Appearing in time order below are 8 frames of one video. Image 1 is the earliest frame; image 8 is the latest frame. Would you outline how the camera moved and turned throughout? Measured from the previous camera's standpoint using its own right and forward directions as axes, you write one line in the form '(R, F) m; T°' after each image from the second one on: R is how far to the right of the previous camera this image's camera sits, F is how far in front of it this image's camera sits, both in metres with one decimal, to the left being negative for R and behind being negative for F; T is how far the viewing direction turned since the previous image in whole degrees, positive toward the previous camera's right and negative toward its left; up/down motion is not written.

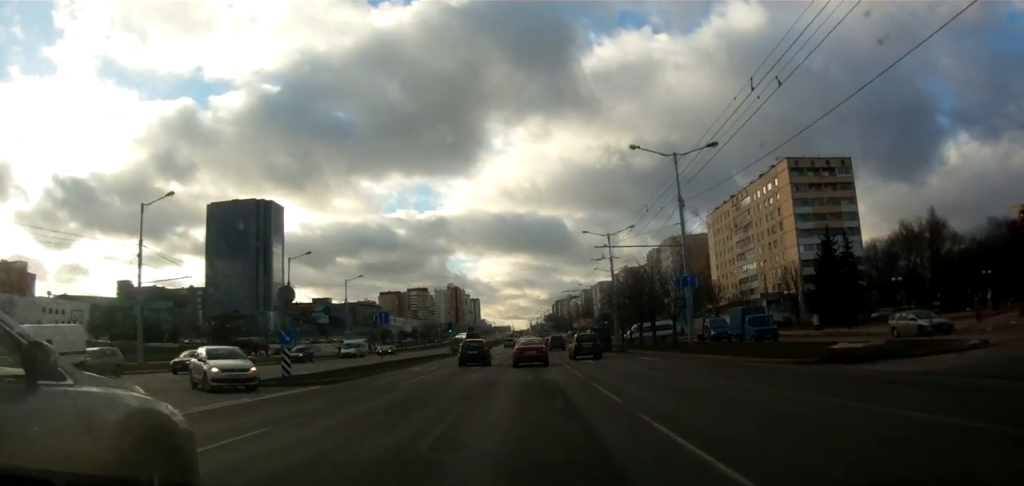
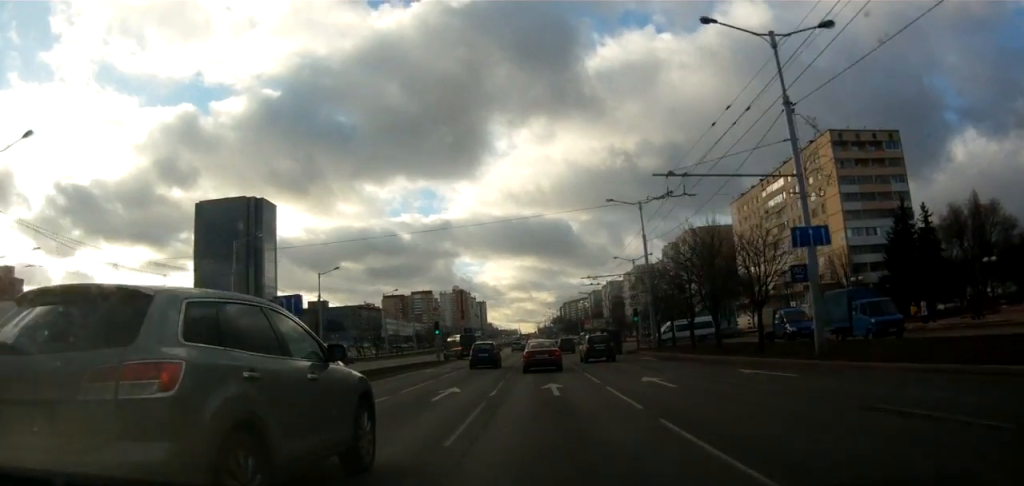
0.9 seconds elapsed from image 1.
(-0.3, +15.5) m; -2°
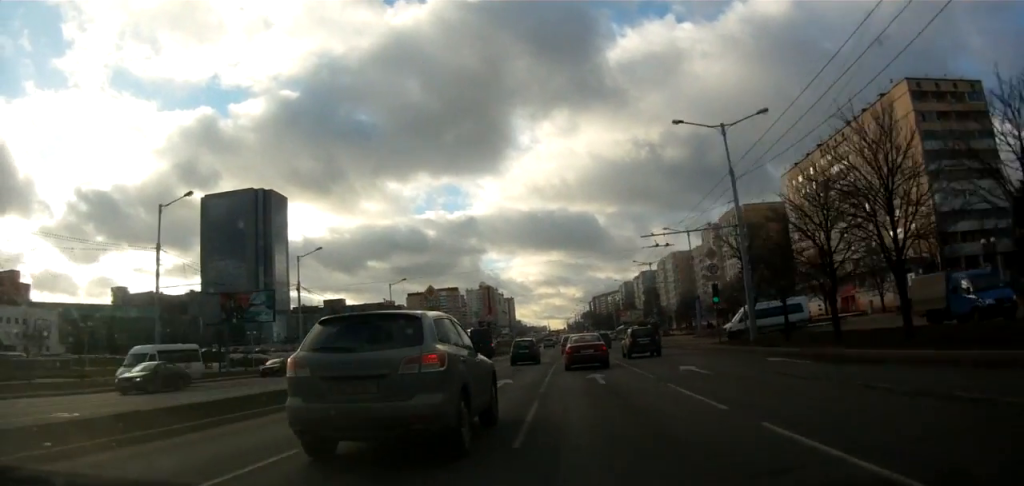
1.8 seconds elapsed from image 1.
(-0.1, +16.8) m; -2°
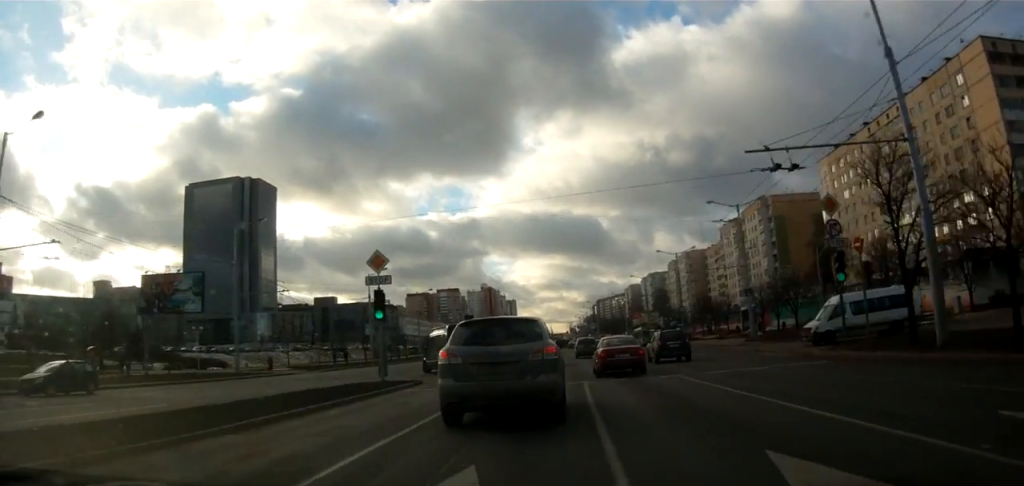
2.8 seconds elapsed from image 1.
(-0.4, +16.1) m; 0°
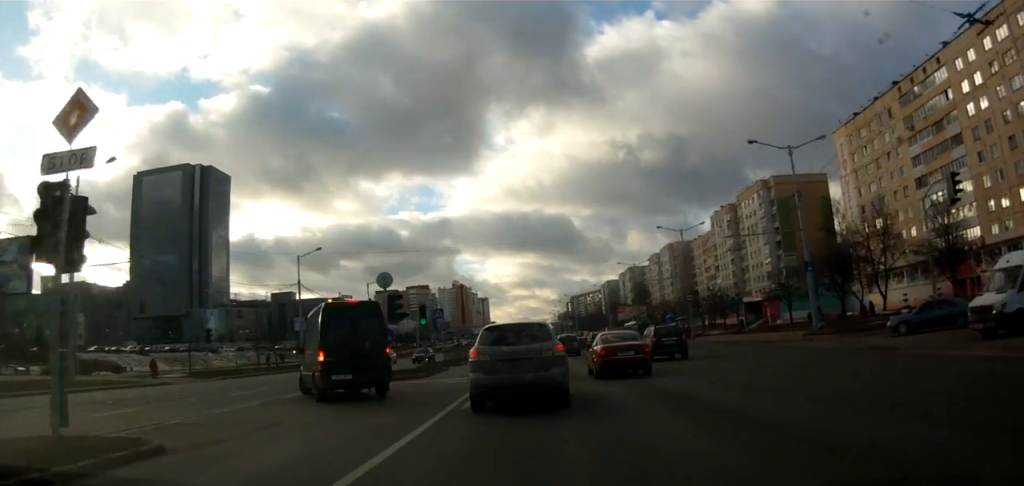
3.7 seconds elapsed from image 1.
(+0.5, +17.0) m; +2°
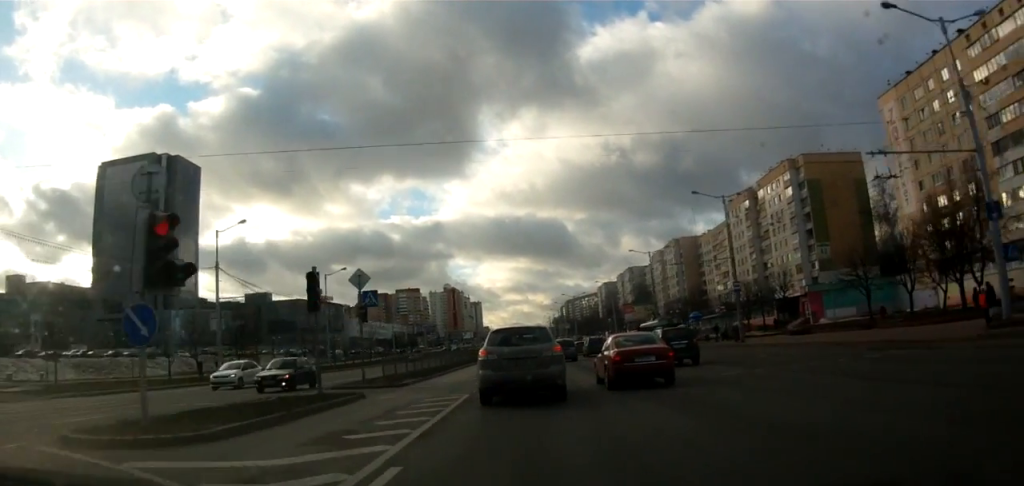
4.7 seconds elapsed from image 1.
(0.0, +17.3) m; 0°
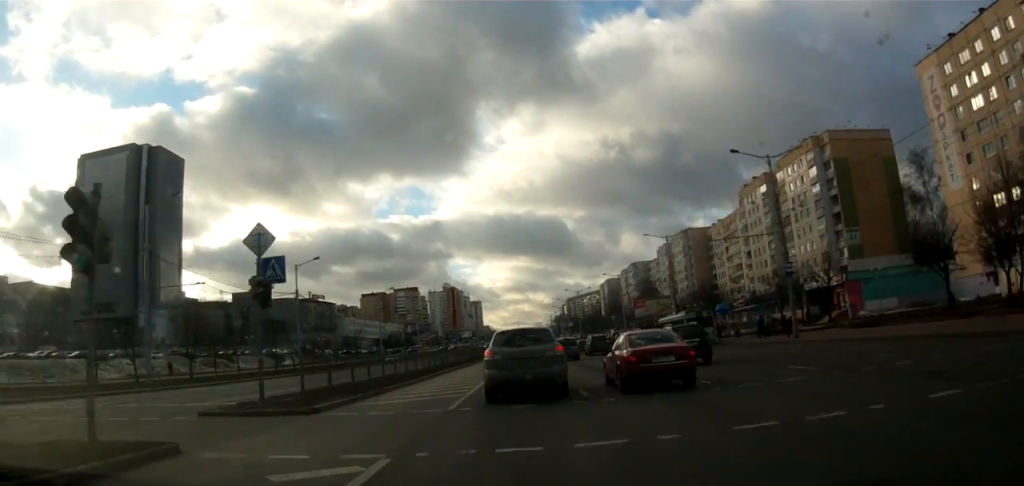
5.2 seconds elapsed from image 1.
(0.0, +10.2) m; 0°
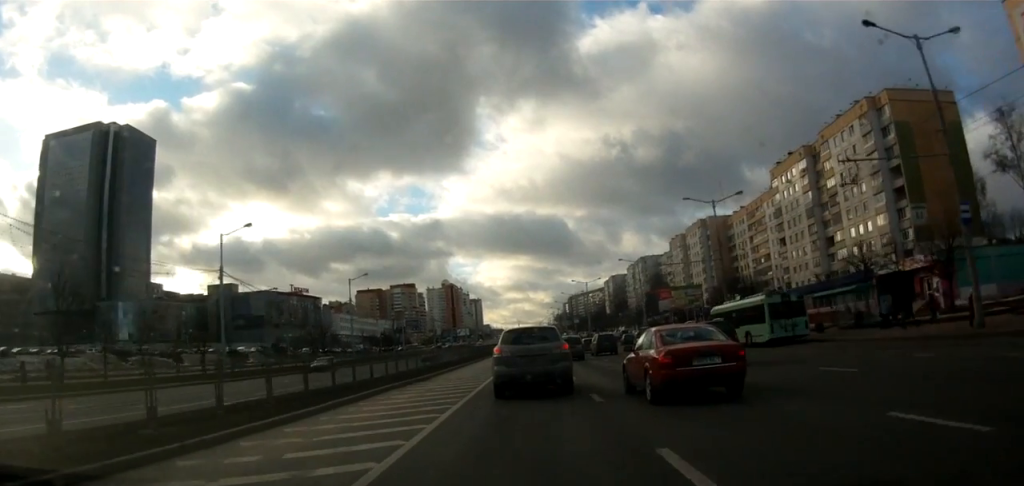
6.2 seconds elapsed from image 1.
(0.0, +18.3) m; 0°
